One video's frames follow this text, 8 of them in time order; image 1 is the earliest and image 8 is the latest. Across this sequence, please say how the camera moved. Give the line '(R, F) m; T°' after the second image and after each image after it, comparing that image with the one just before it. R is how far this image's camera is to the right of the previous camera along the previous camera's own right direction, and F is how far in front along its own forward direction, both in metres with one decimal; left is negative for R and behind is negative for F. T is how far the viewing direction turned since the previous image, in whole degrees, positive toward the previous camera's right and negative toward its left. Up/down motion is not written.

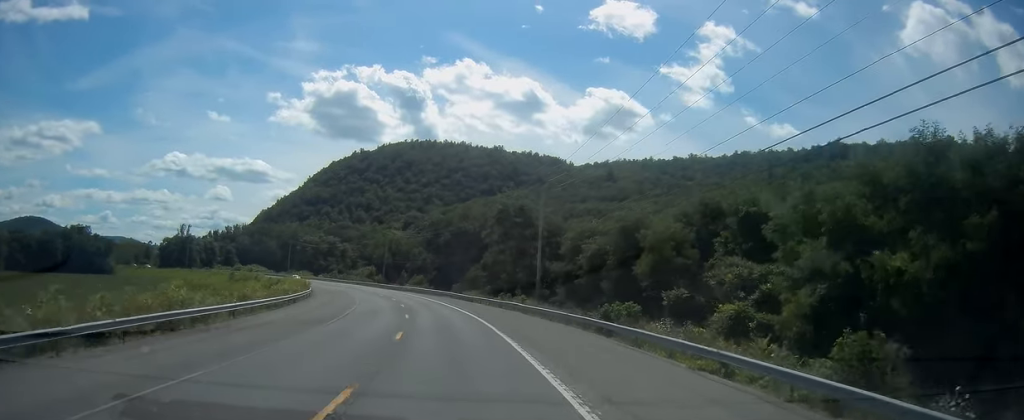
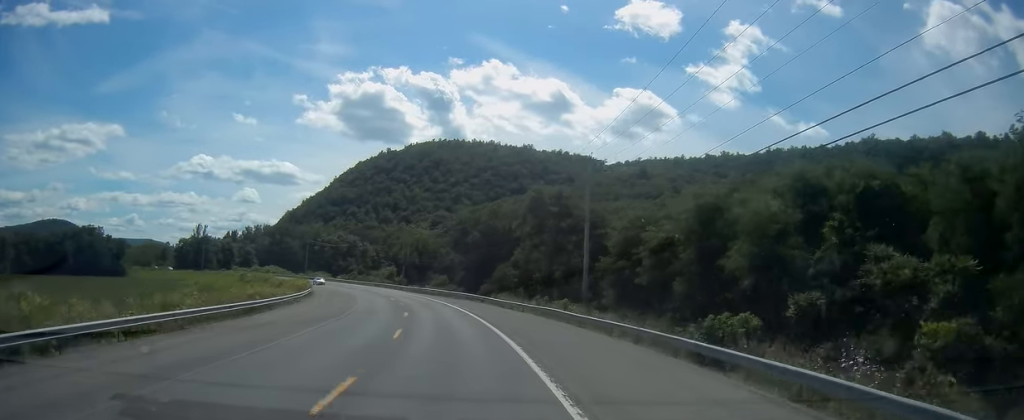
(0.0, +11.7) m; -3°
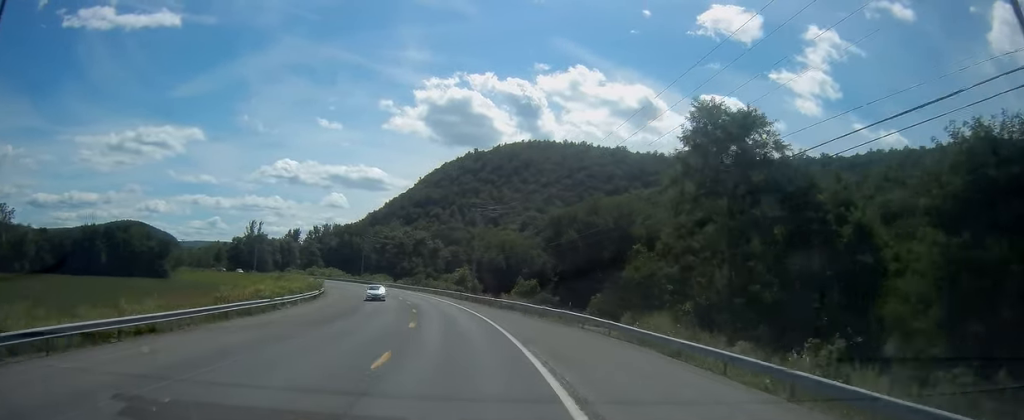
(-2.7, +32.8) m; -9°
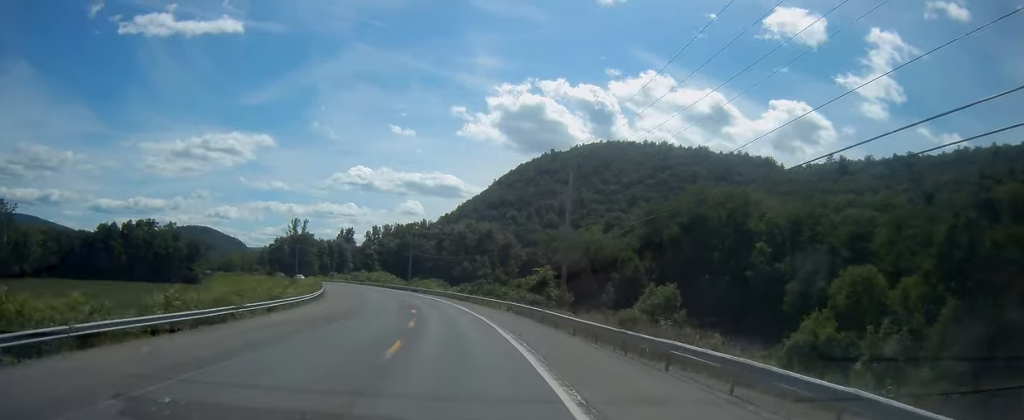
(-2.8, +33.1) m; -9°
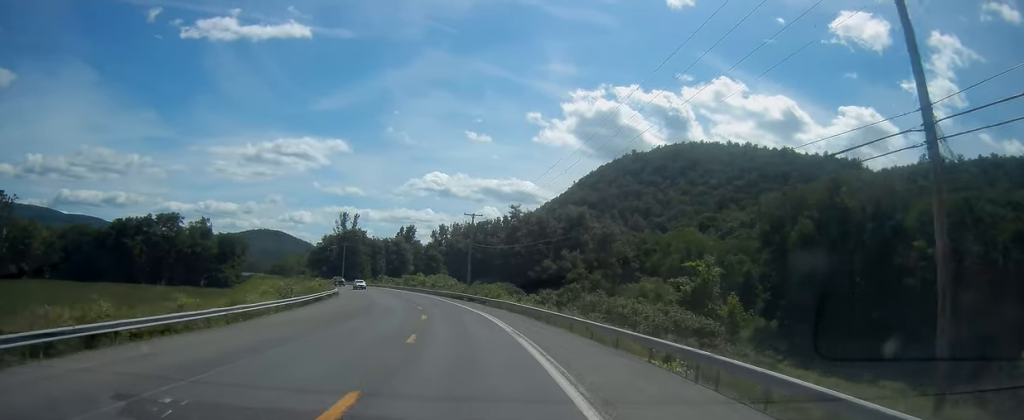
(-1.8, +31.6) m; -6°
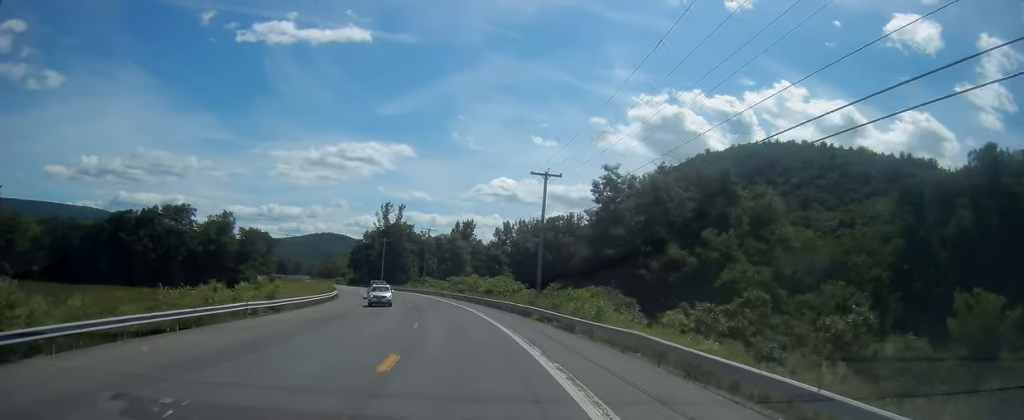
(-1.5, +31.0) m; -5°
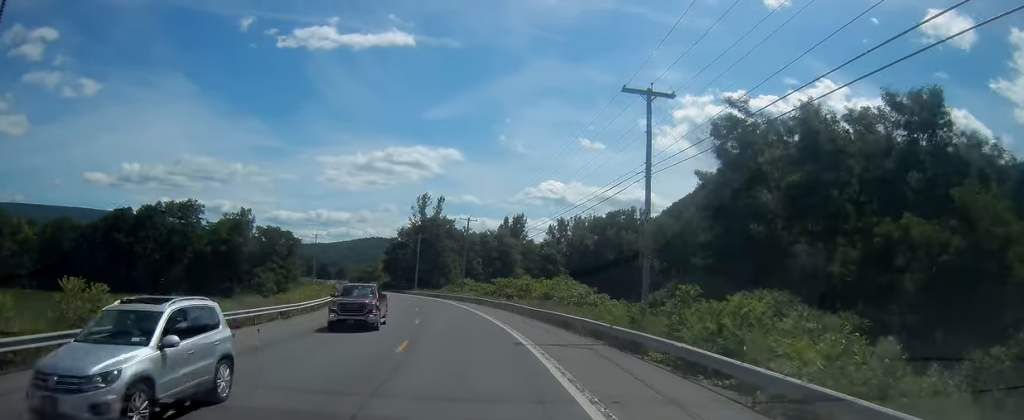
(-0.7, +21.3) m; -4°
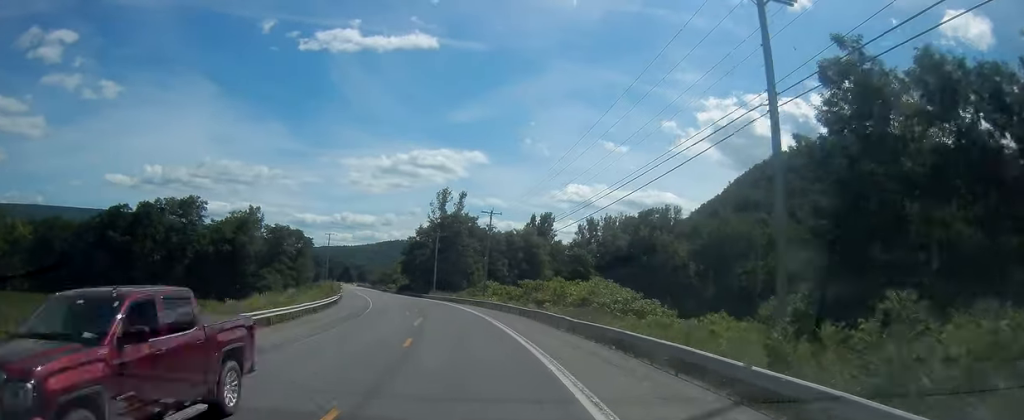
(-0.2, +10.8) m; -3°
